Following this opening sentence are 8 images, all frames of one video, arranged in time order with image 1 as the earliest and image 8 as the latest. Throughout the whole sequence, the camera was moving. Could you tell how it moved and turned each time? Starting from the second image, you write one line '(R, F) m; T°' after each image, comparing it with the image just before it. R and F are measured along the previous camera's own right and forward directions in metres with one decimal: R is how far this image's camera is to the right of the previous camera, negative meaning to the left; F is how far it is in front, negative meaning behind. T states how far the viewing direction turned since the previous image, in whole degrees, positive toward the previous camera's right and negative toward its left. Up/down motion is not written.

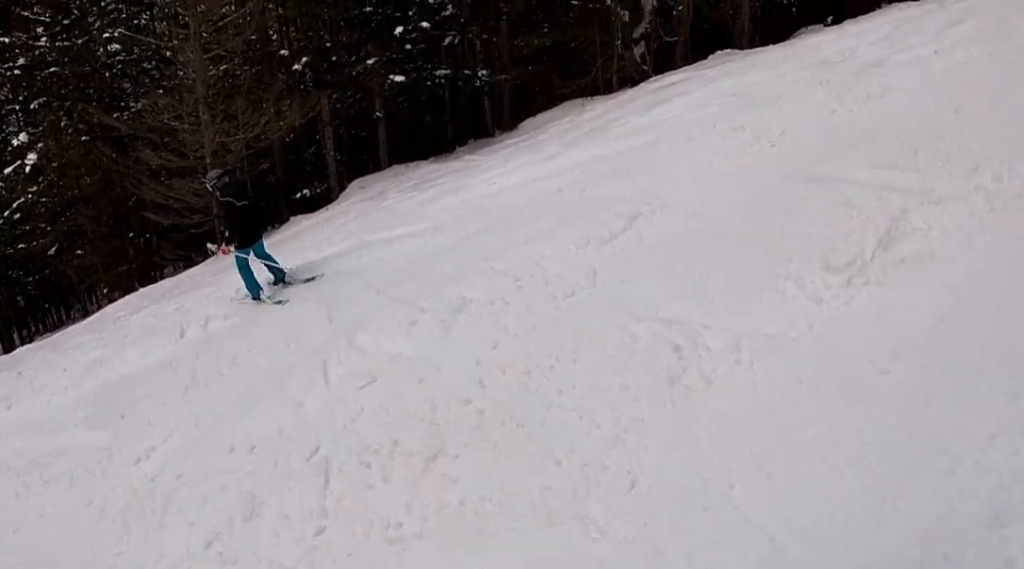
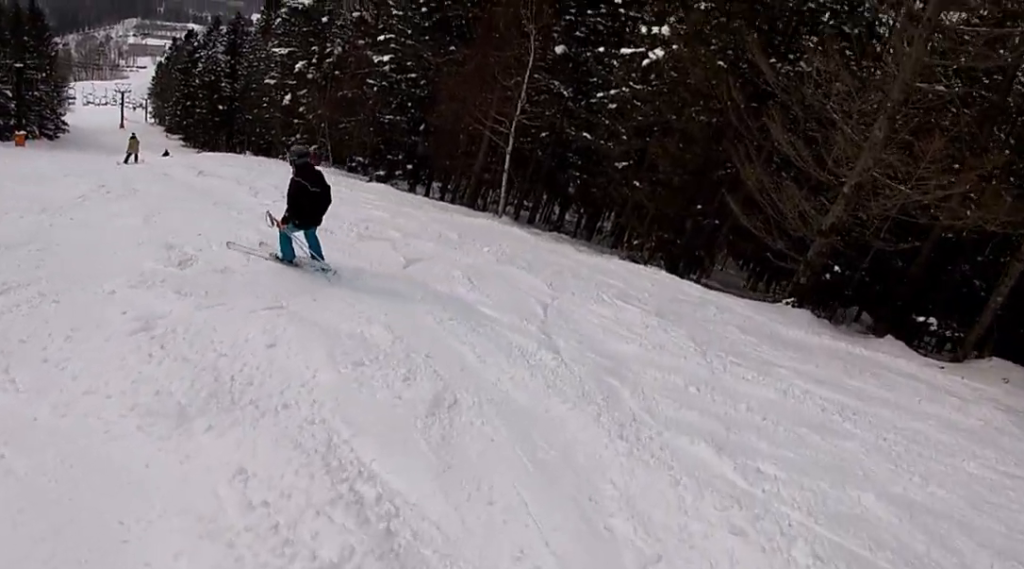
(-1.6, +4.4) m; -48°
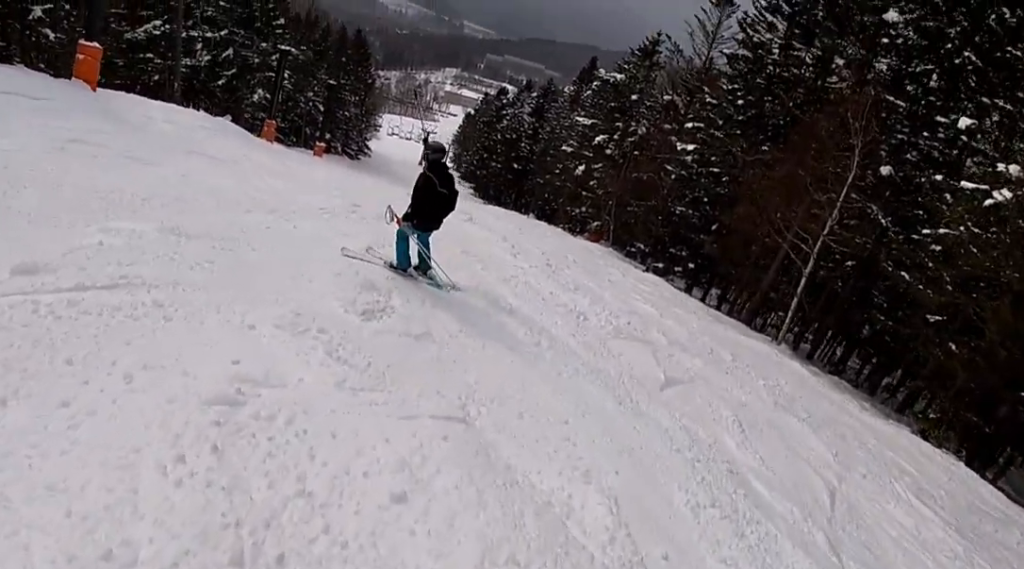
(-0.3, +1.8) m; -19°
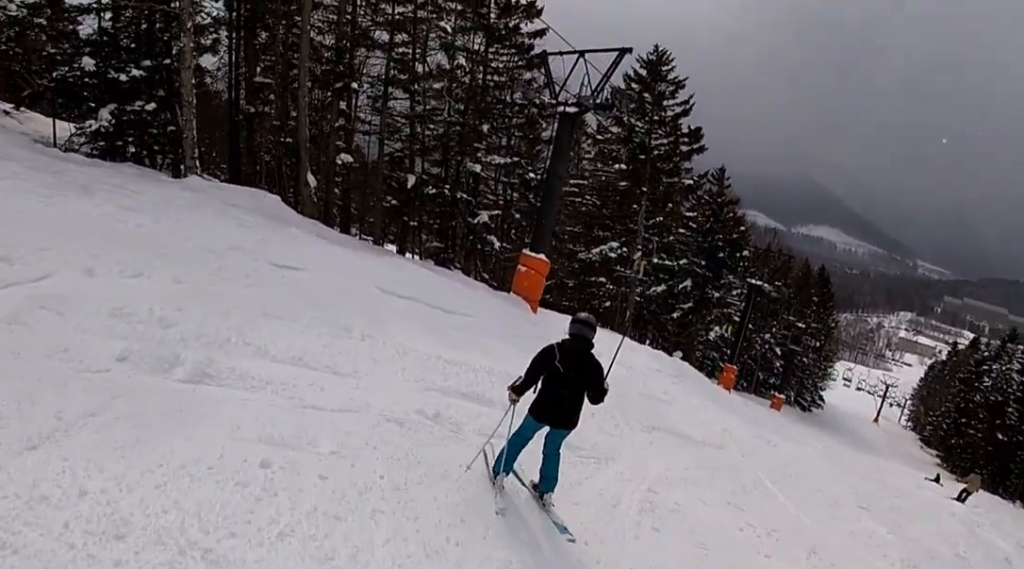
(-1.8, +6.1) m; -17°
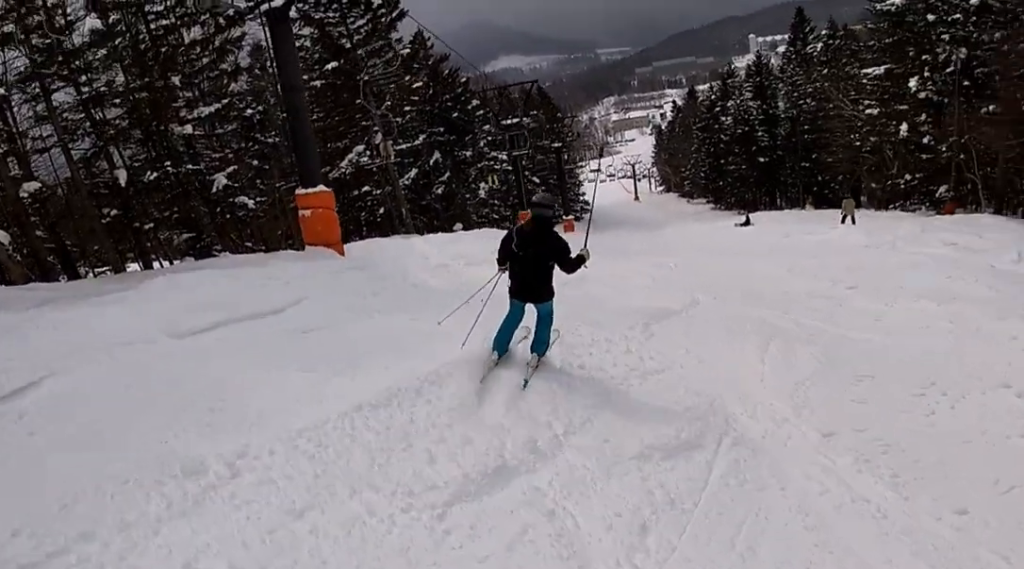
(+0.1, +3.8) m; +11°
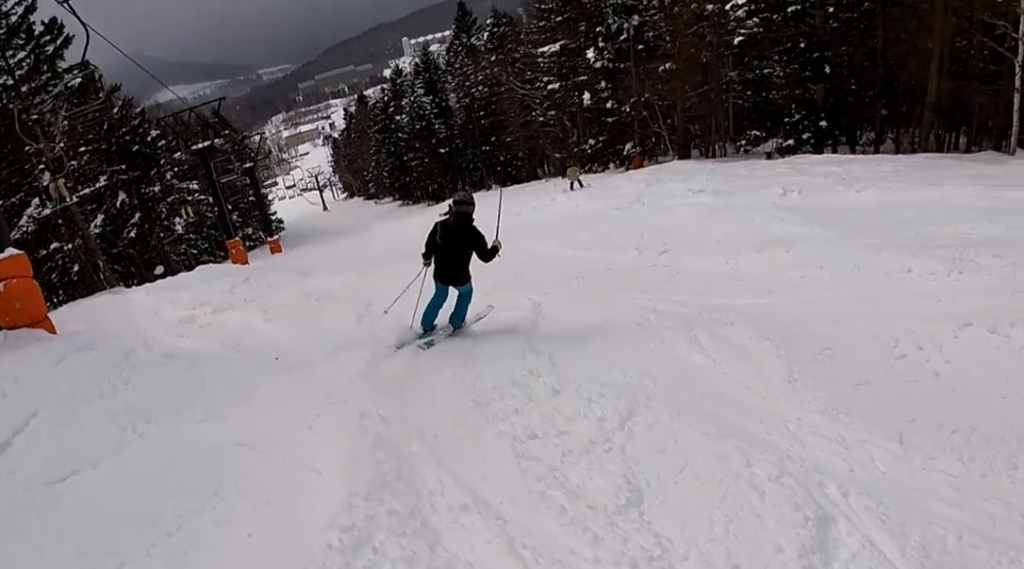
(-0.2, +2.4) m; +15°
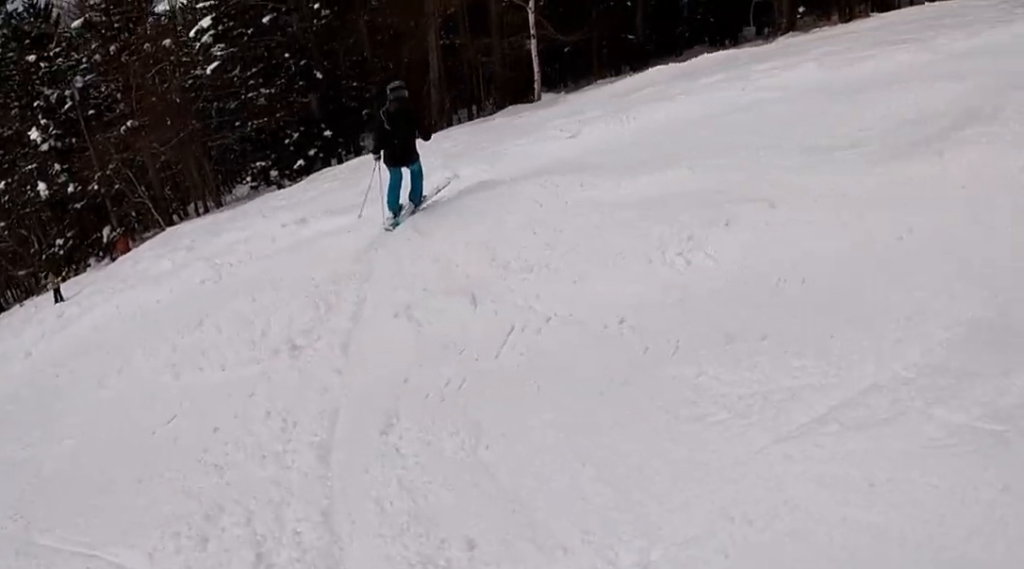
(+2.7, +4.1) m; +59°
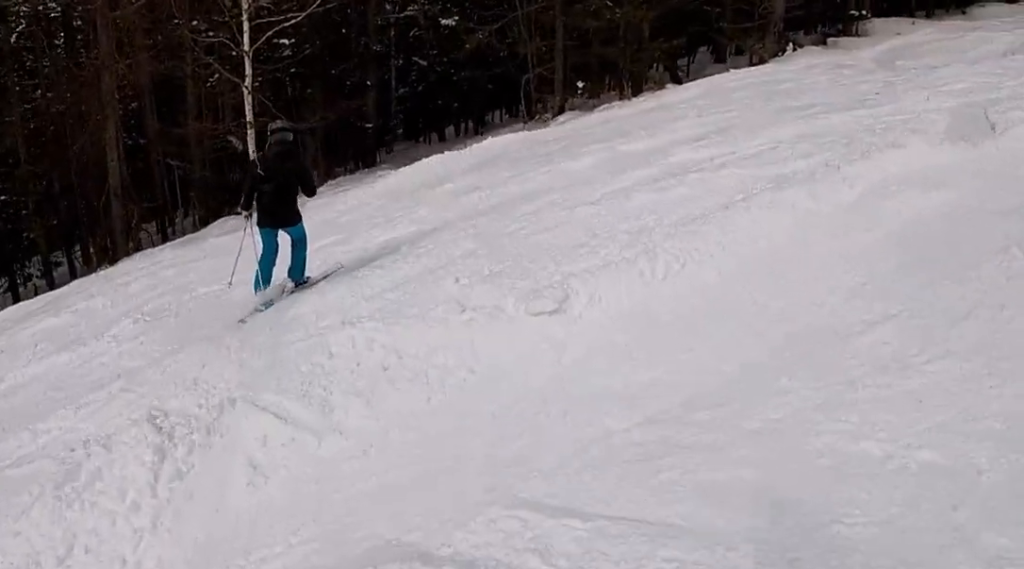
(+1.6, +3.9) m; +33°
